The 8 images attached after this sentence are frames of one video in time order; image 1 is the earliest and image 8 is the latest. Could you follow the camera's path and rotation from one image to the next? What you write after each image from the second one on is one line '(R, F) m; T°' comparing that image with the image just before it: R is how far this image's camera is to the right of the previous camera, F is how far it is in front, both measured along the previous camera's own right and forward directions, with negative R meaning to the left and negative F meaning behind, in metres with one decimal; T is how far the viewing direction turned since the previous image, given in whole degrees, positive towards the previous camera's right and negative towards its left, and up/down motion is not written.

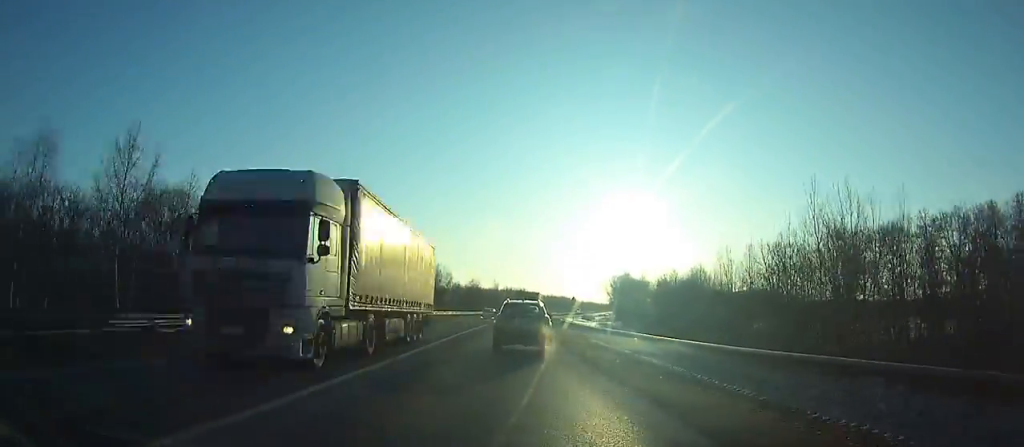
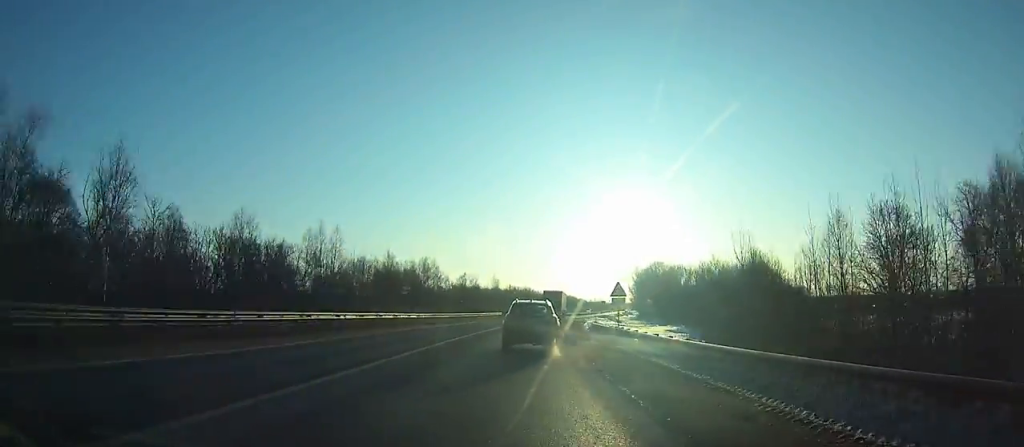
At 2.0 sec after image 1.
(+0.1, +31.2) m; +1°
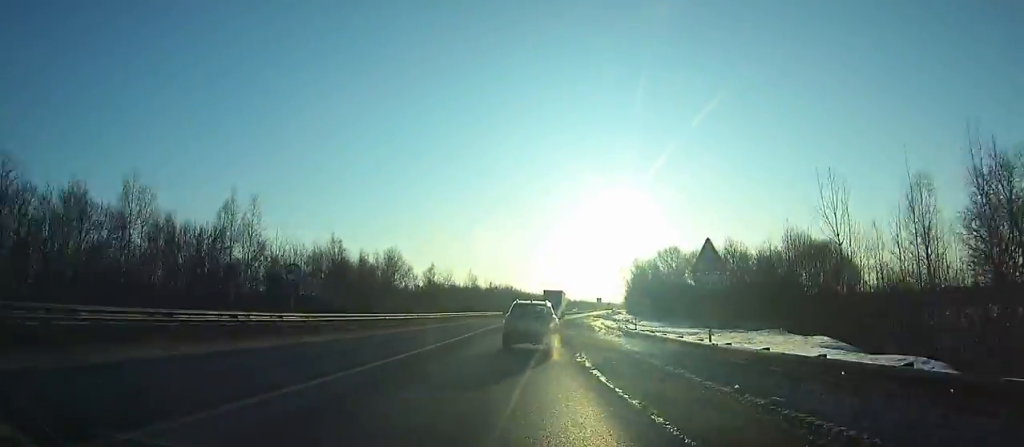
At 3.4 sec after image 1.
(+0.2, +22.0) m; +1°
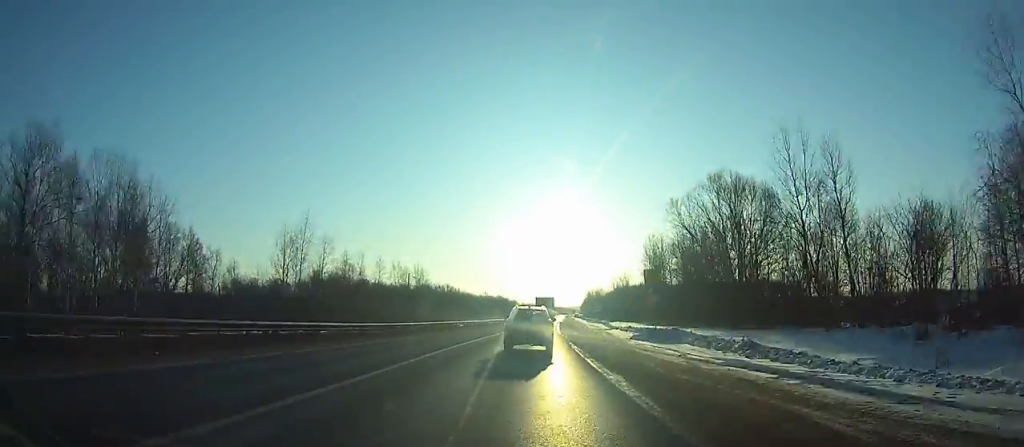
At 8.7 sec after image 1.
(+3.2, +85.0) m; +4°
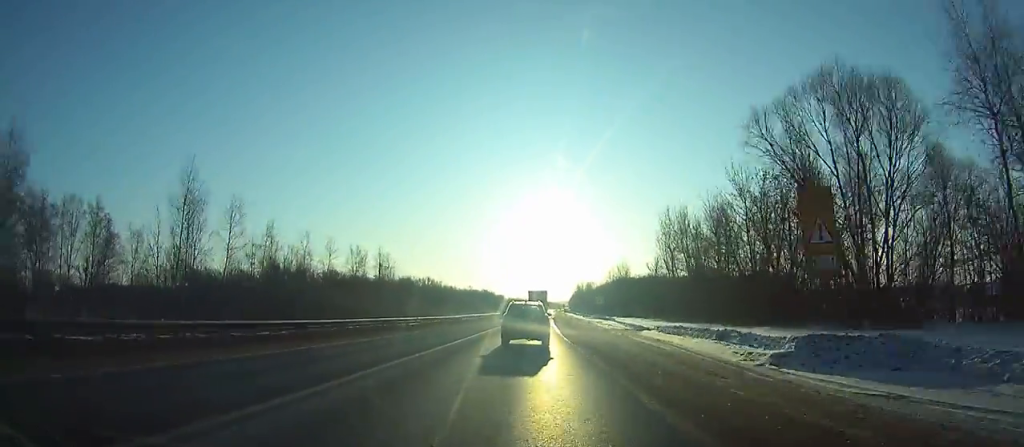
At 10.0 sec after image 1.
(+0.1, +21.3) m; +1°
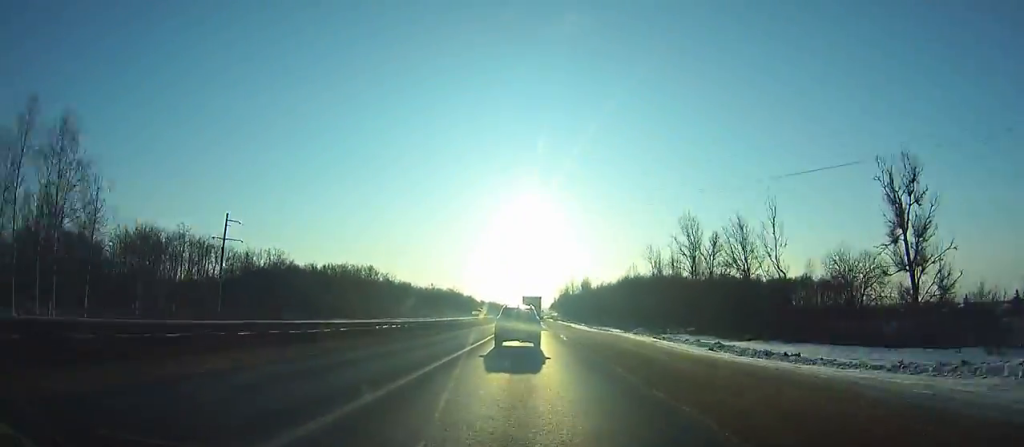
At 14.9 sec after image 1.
(+2.5, +82.5) m; +3°
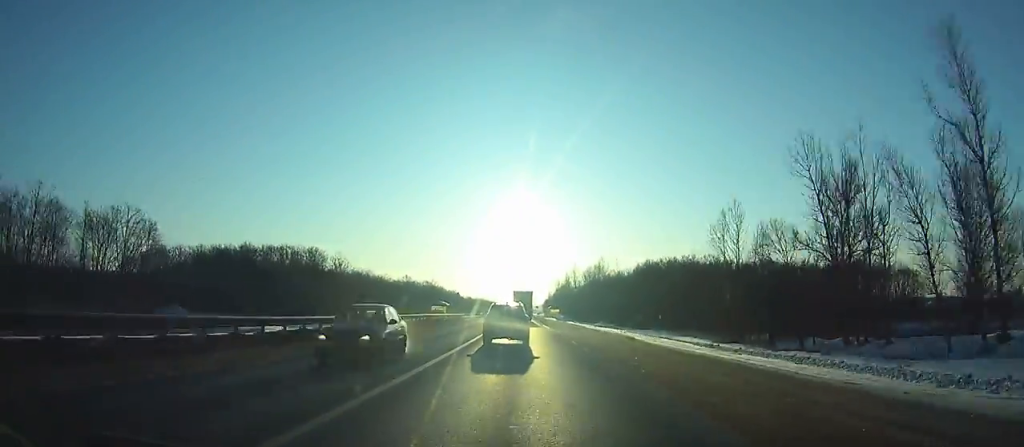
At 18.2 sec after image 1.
(+0.7, +56.9) m; +1°
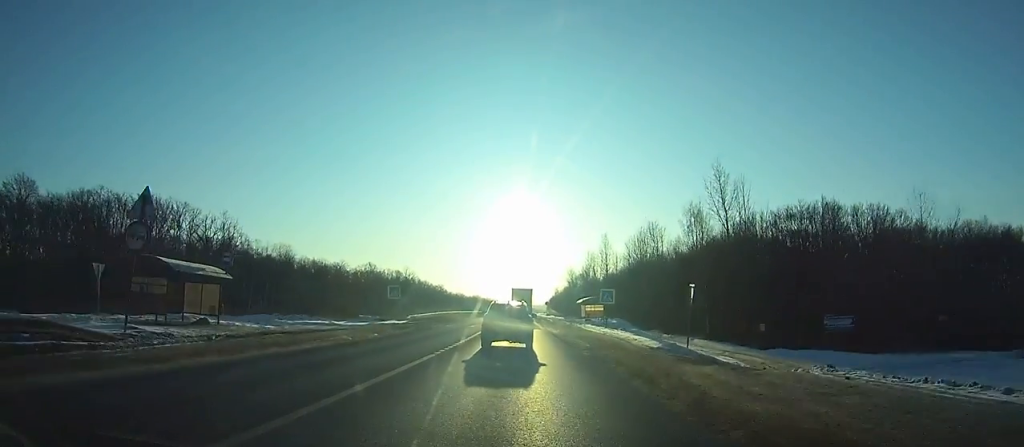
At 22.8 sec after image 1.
(-0.2, +79.9) m; 0°
